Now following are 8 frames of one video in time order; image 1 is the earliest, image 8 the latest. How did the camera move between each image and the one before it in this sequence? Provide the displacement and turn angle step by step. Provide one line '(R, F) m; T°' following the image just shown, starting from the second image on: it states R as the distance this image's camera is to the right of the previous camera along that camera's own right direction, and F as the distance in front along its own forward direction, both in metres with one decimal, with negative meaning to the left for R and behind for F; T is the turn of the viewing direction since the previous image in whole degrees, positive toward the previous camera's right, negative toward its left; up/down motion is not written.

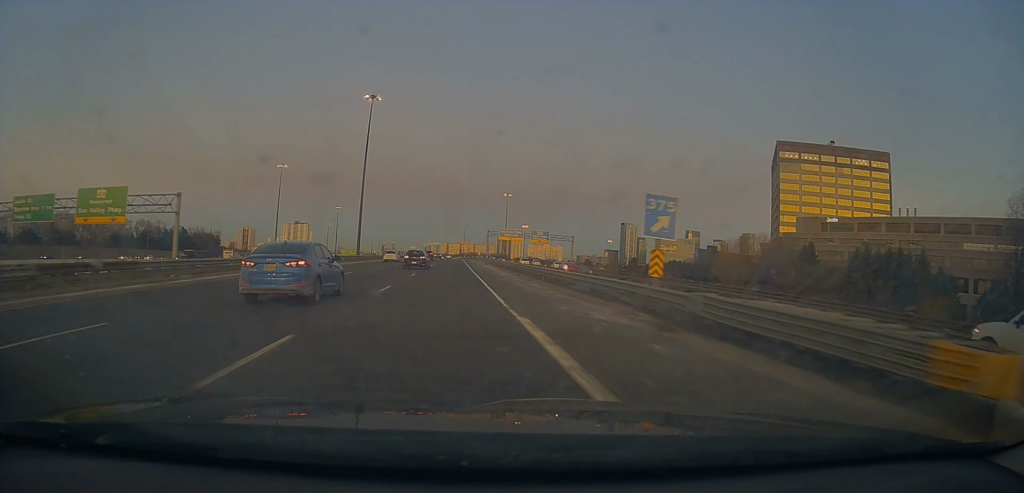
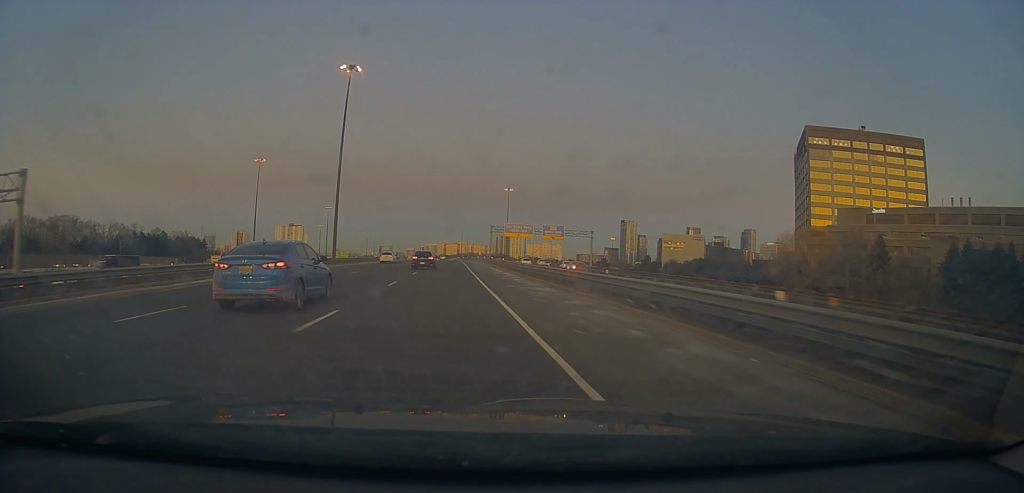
(+0.3, +20.6) m; 0°
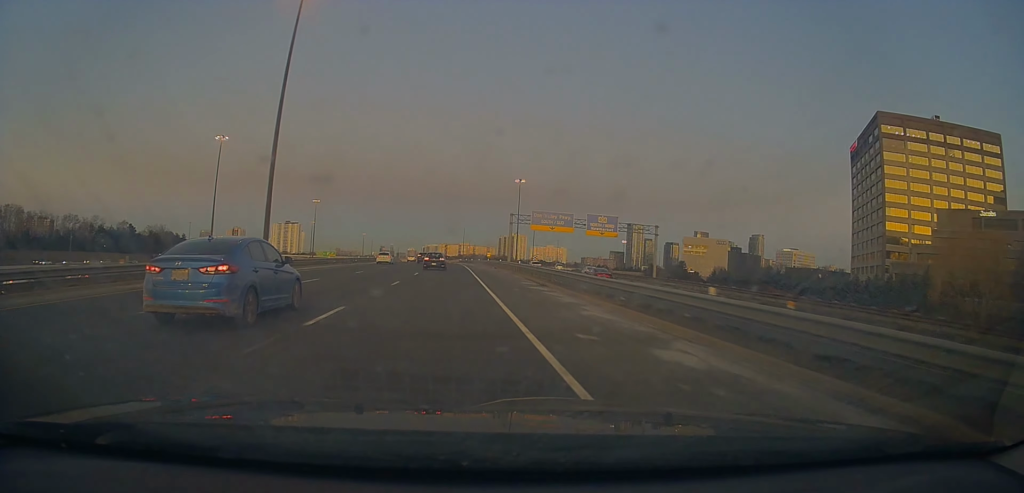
(-0.3, +35.0) m; 0°
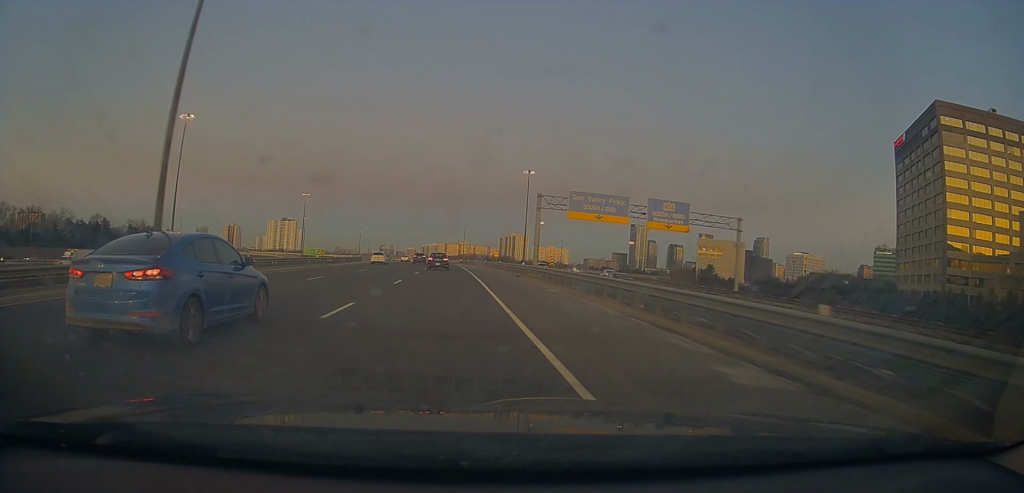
(+0.3, +23.0) m; +1°
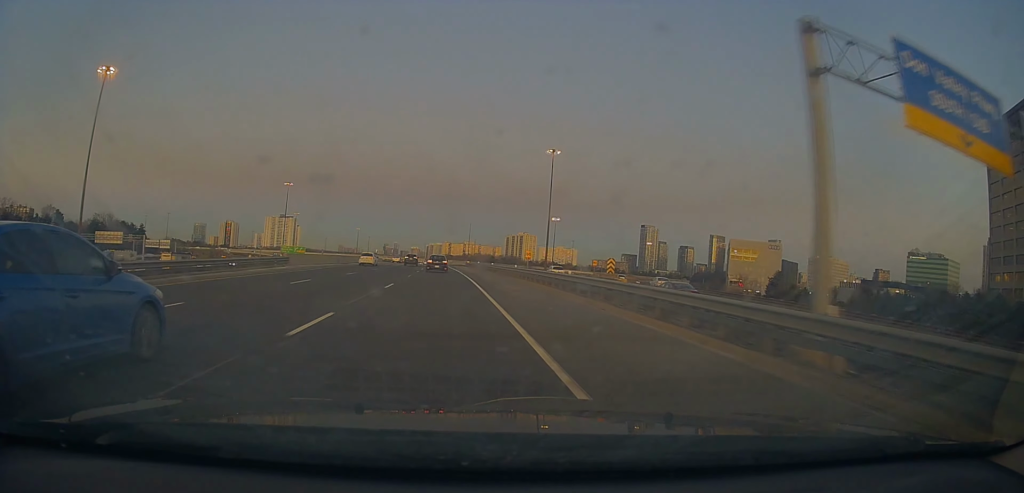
(+0.2, +37.9) m; -1°
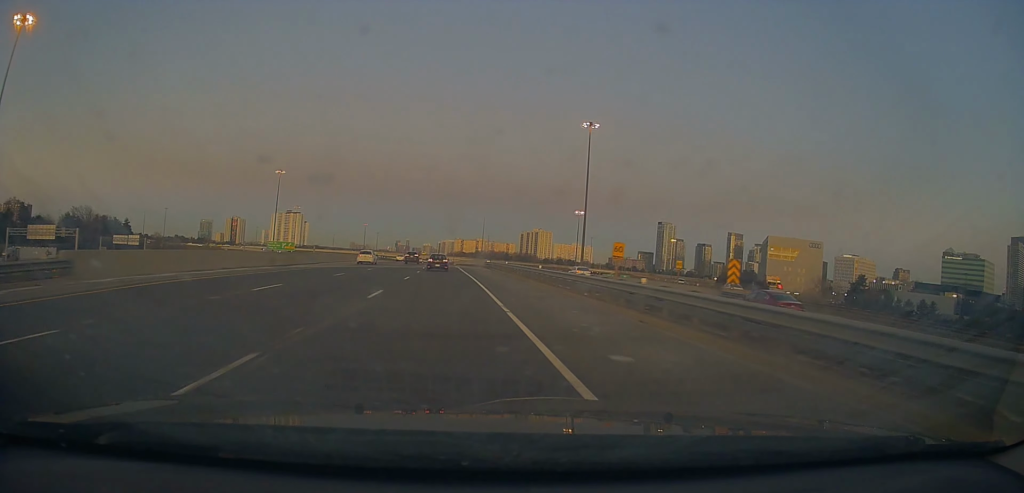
(-0.5, +28.7) m; -1°
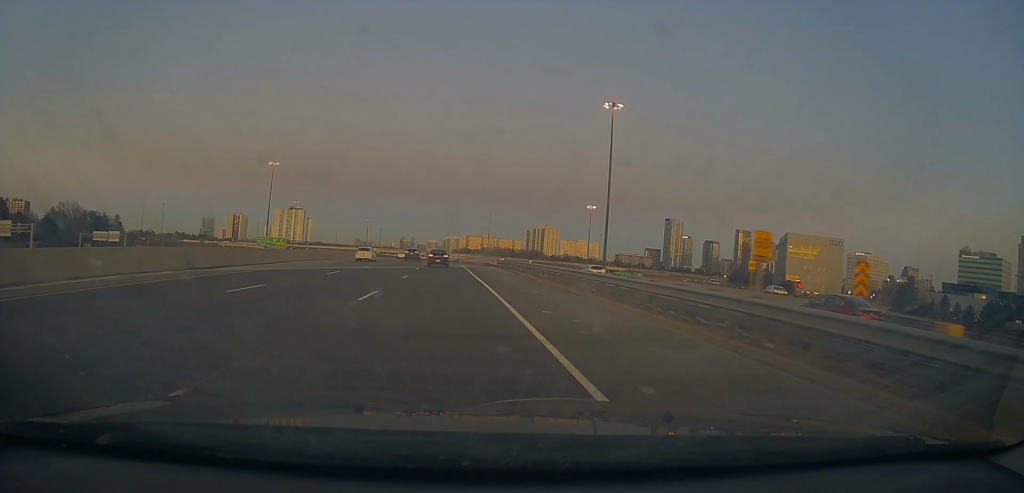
(0.0, +14.1) m; 0°
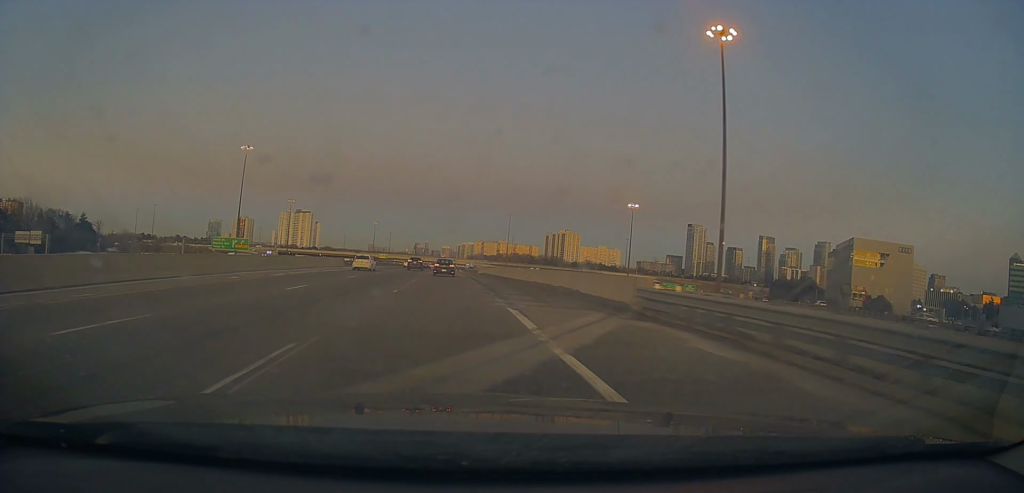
(0.0, +42.5) m; -1°
